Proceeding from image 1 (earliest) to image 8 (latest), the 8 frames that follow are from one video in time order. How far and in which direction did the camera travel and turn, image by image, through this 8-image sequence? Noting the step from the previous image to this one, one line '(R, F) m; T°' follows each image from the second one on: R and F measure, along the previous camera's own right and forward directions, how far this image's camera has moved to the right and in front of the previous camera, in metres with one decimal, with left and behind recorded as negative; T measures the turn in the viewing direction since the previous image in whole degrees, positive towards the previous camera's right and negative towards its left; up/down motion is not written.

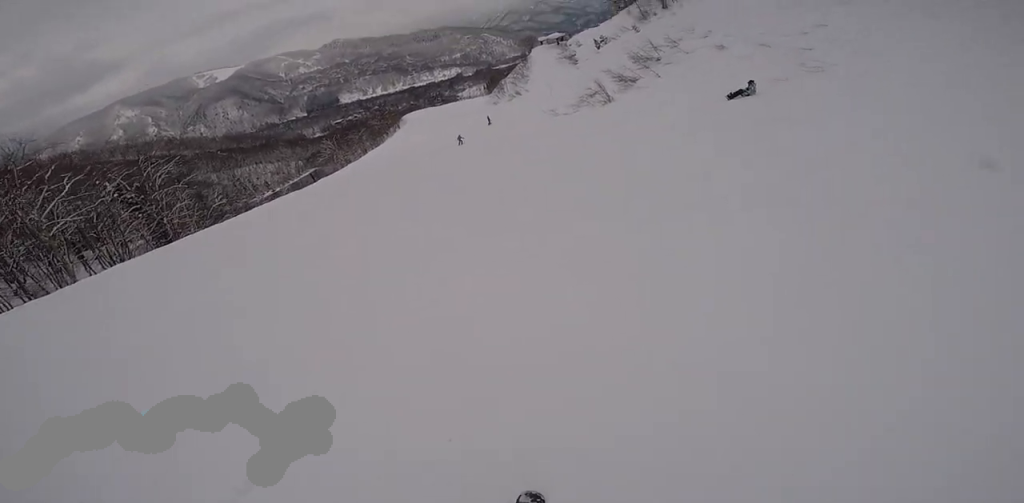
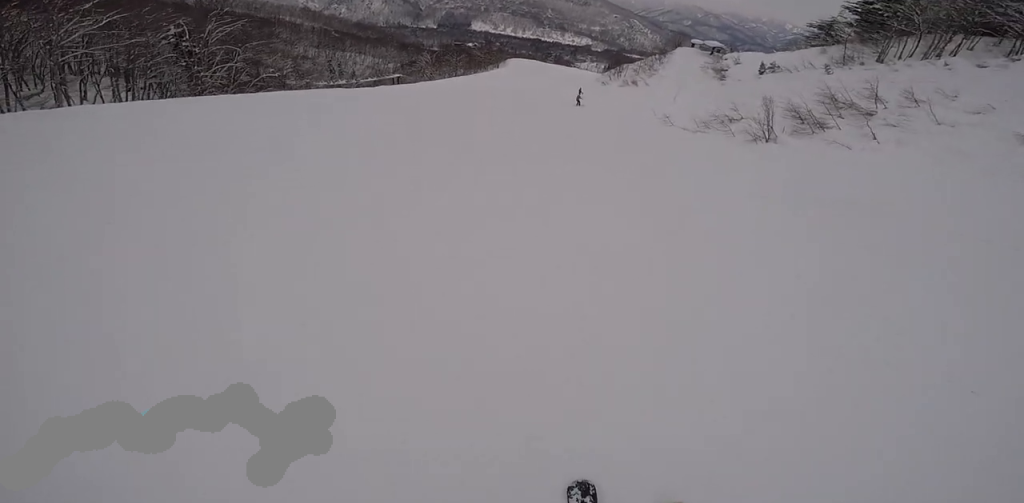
(+1.3, +10.1) m; +4°
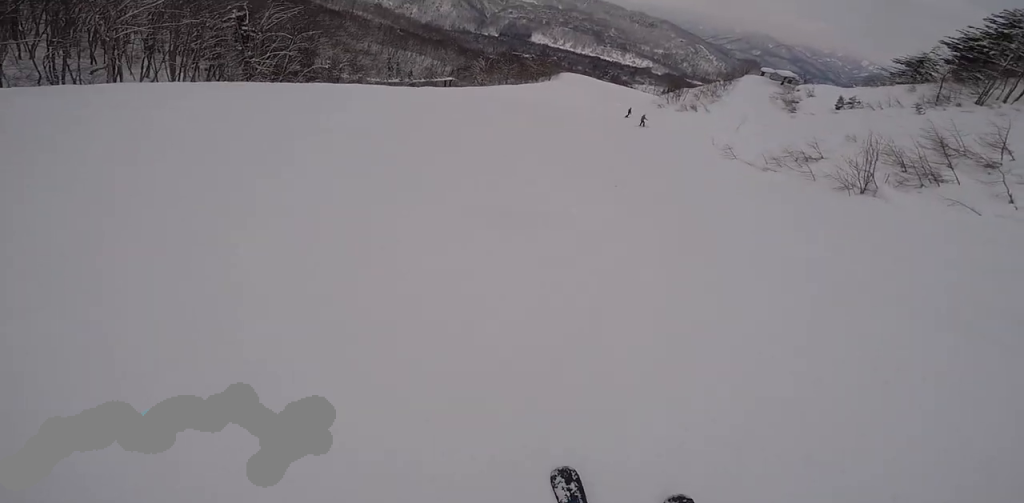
(+0.1, +3.5) m; -4°
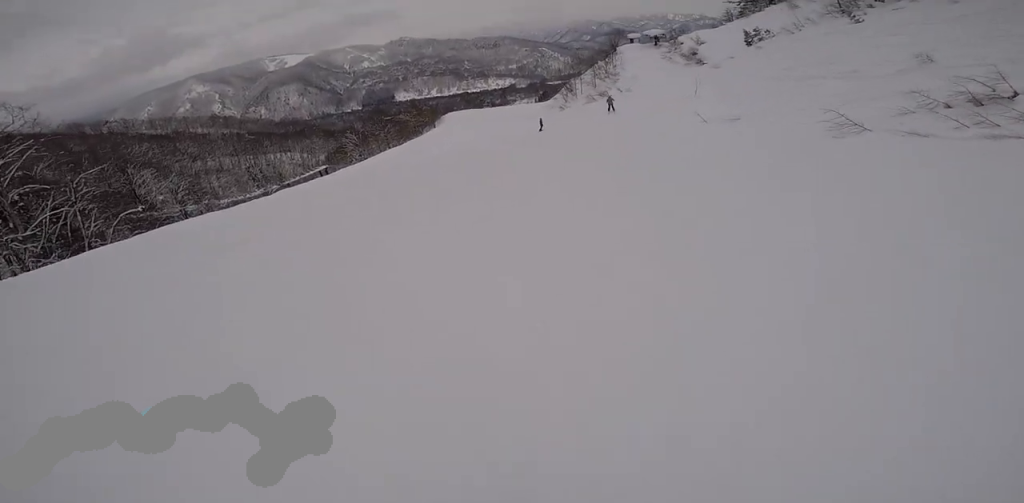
(-2.1, +13.9) m; -8°
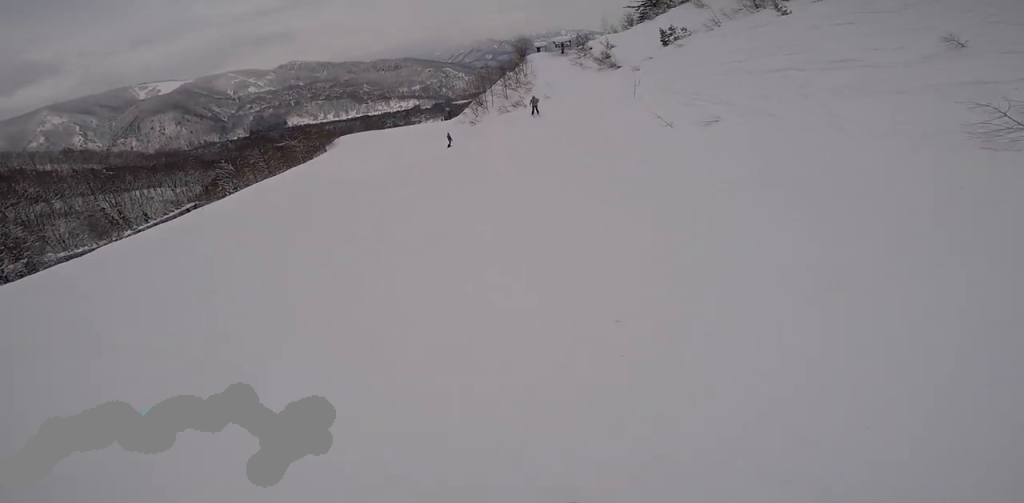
(-0.2, +7.5) m; +11°
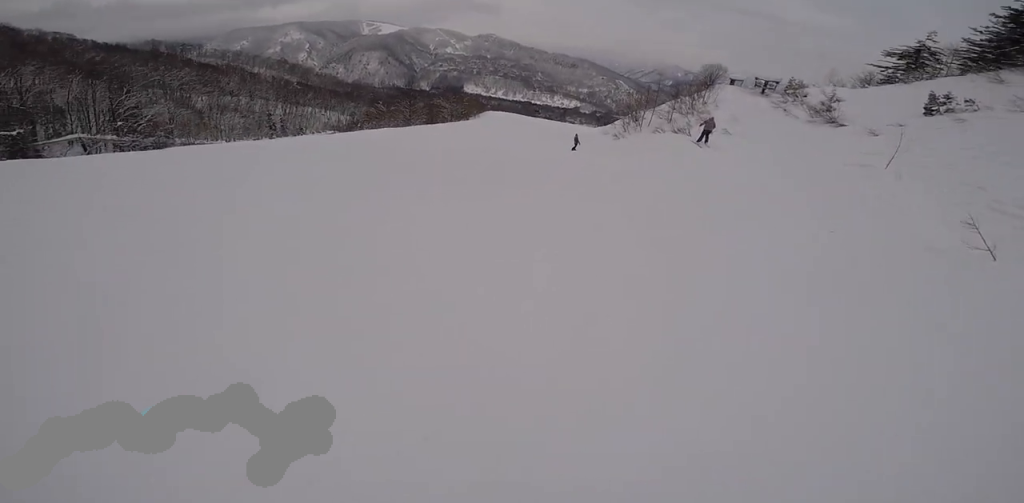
(+2.1, +8.3) m; +6°
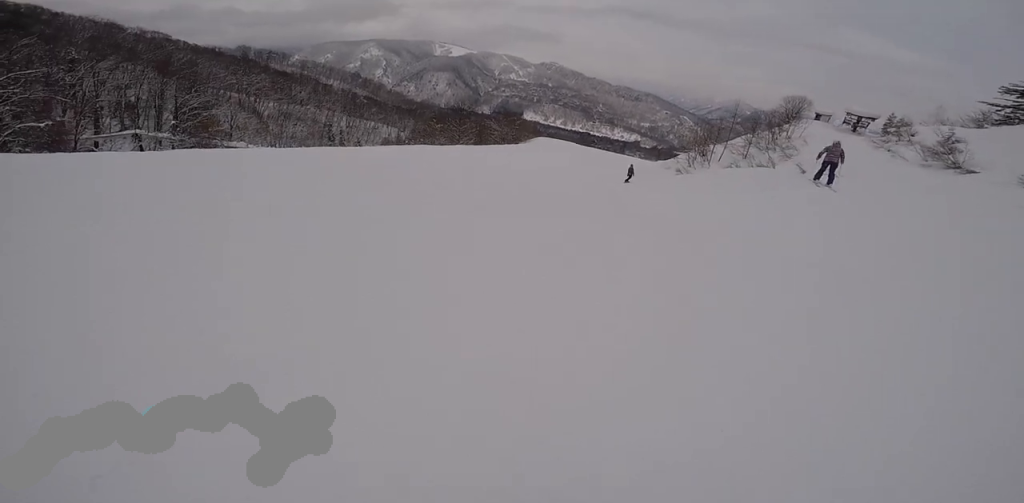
(-0.6, +6.0) m; -12°
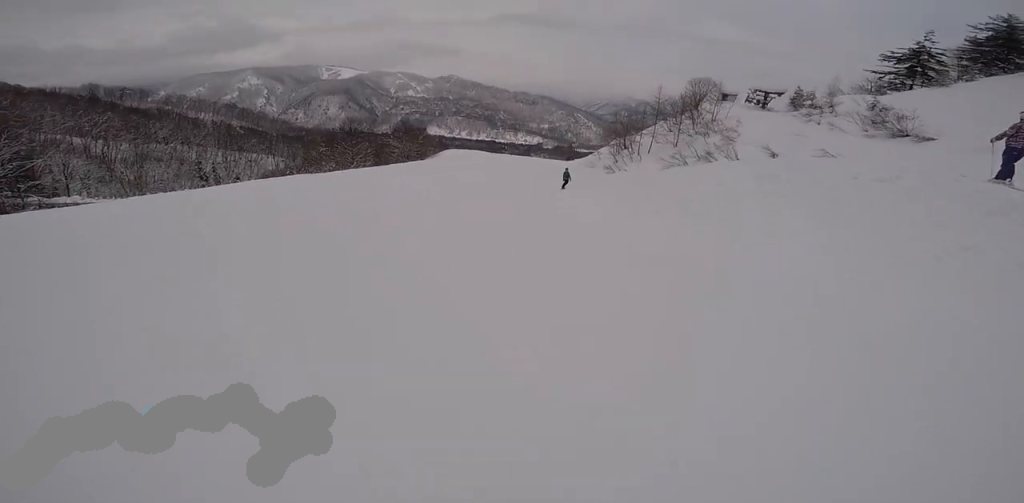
(-1.2, +7.8) m; -7°
